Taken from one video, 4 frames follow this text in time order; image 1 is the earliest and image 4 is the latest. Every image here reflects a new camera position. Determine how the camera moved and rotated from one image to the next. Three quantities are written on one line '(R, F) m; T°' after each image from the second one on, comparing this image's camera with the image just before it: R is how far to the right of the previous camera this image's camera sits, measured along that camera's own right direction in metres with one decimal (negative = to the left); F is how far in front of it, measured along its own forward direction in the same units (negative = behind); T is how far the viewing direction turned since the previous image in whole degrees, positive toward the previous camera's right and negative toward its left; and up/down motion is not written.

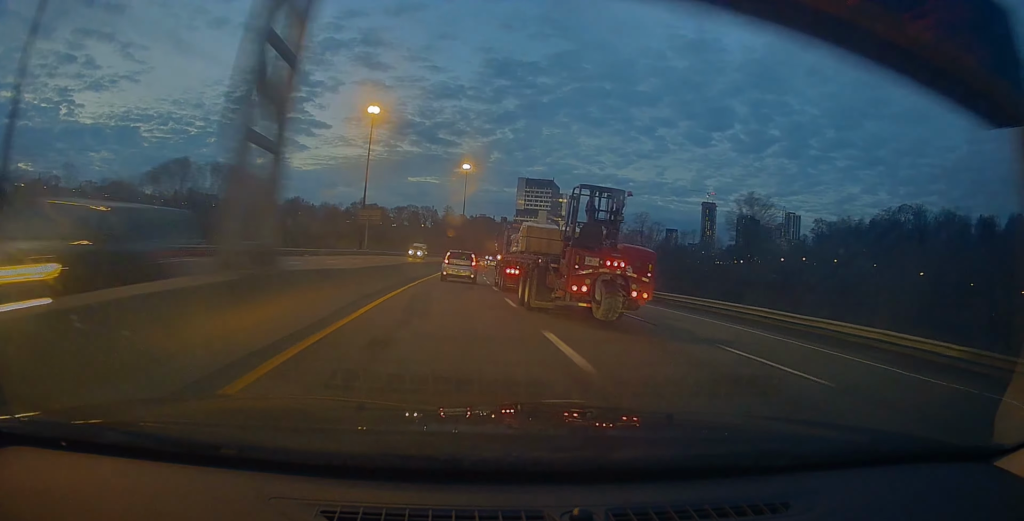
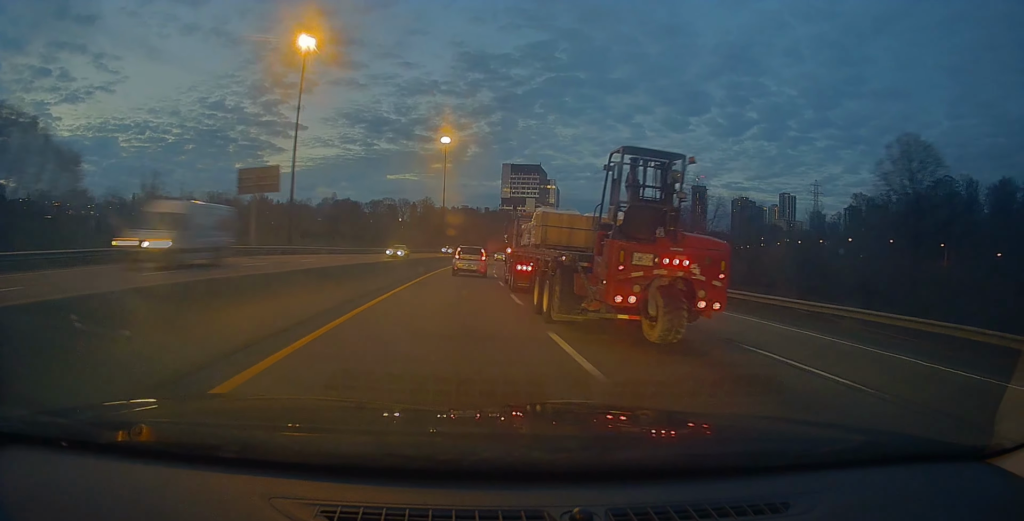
(+1.3, +43.9) m; +2°
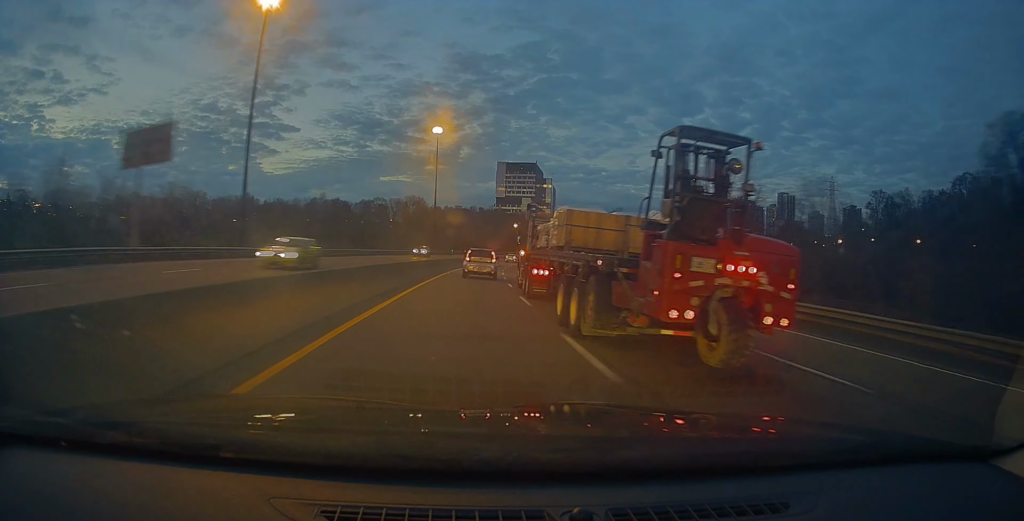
(-0.4, +16.8) m; 0°
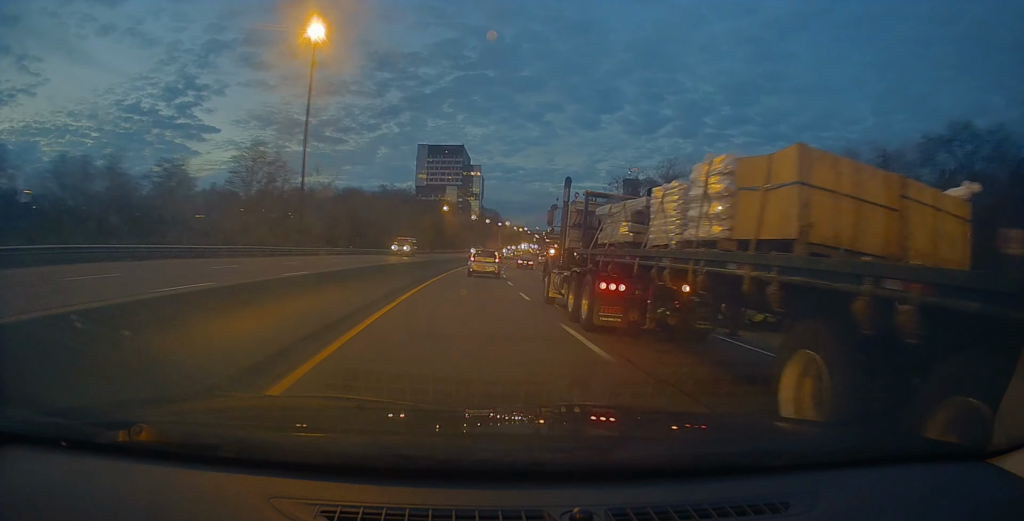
(+4.2, +75.9) m; +7°
